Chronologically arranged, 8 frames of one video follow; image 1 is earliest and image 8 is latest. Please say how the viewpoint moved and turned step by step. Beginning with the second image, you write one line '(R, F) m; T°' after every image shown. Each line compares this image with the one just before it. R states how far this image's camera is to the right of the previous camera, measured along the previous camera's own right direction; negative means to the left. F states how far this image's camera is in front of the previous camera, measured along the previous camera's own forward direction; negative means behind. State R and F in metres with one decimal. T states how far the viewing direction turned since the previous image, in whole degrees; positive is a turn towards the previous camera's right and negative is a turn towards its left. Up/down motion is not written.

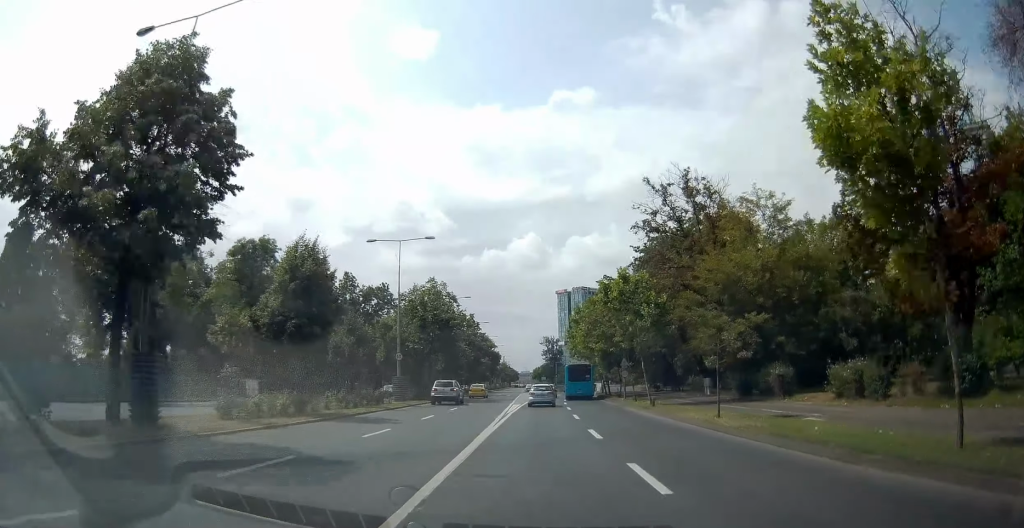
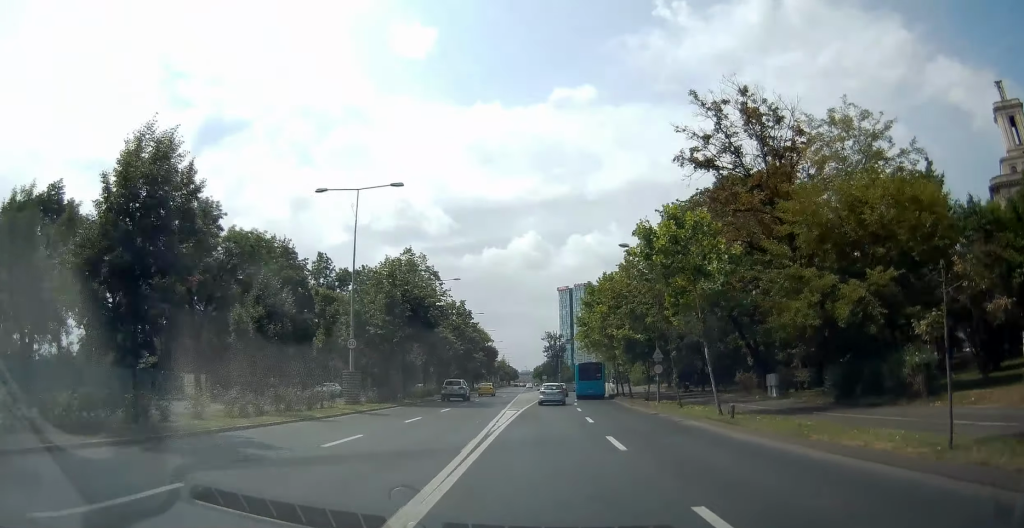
(0.0, +11.5) m; +1°
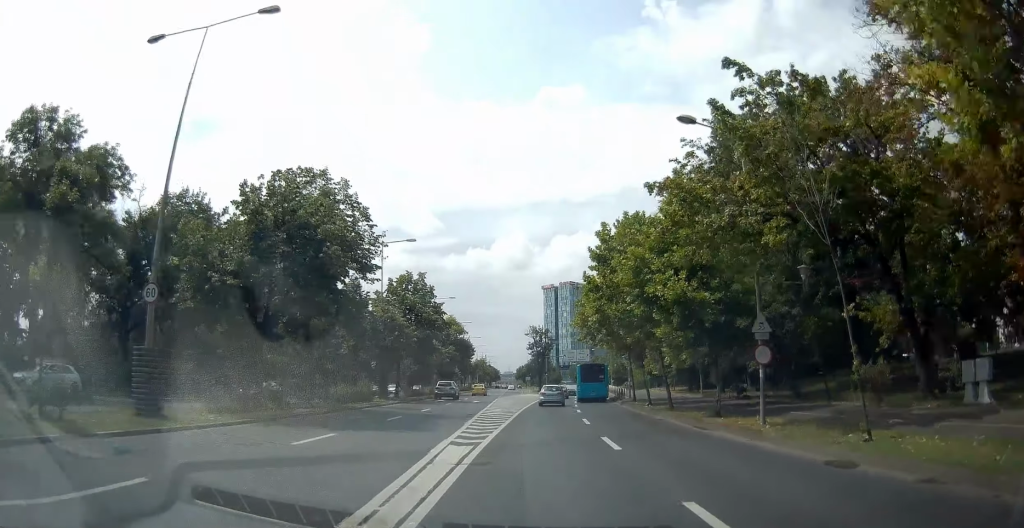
(+0.5, +17.6) m; +3°
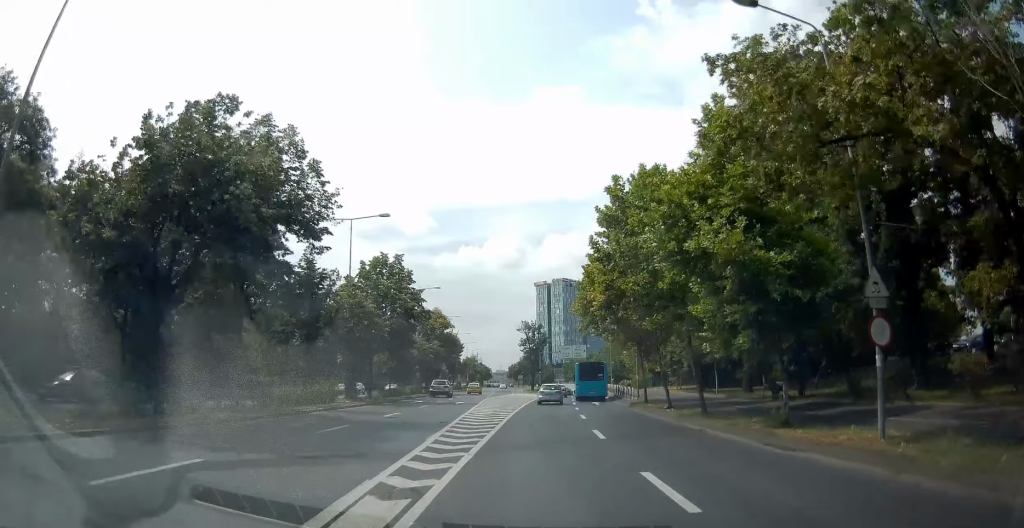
(0.0, +6.4) m; 0°
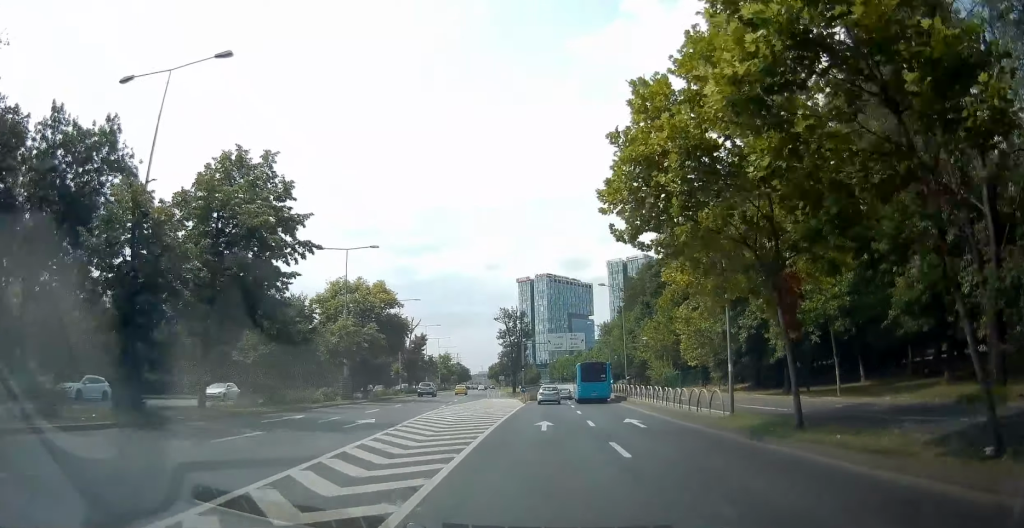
(+0.3, +21.3) m; +2°
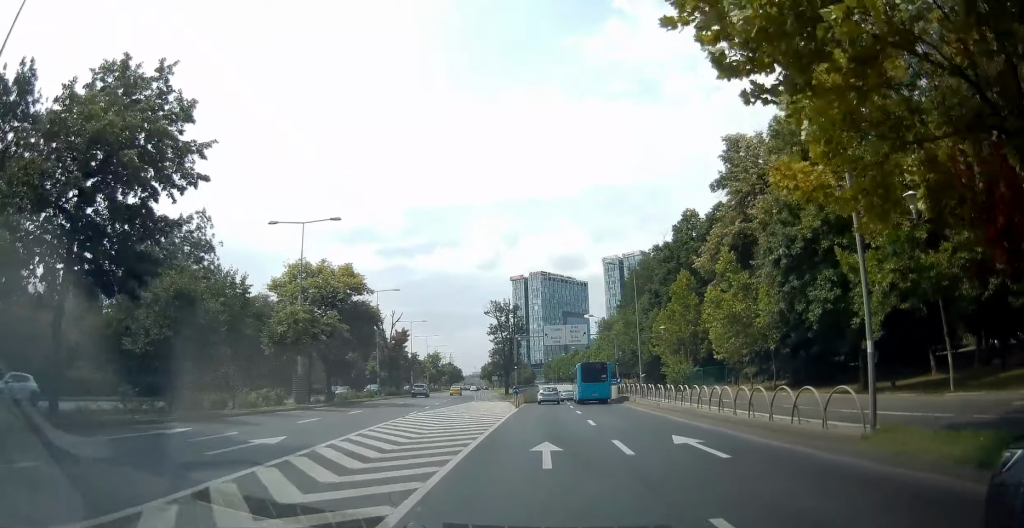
(+0.1, +8.6) m; 0°
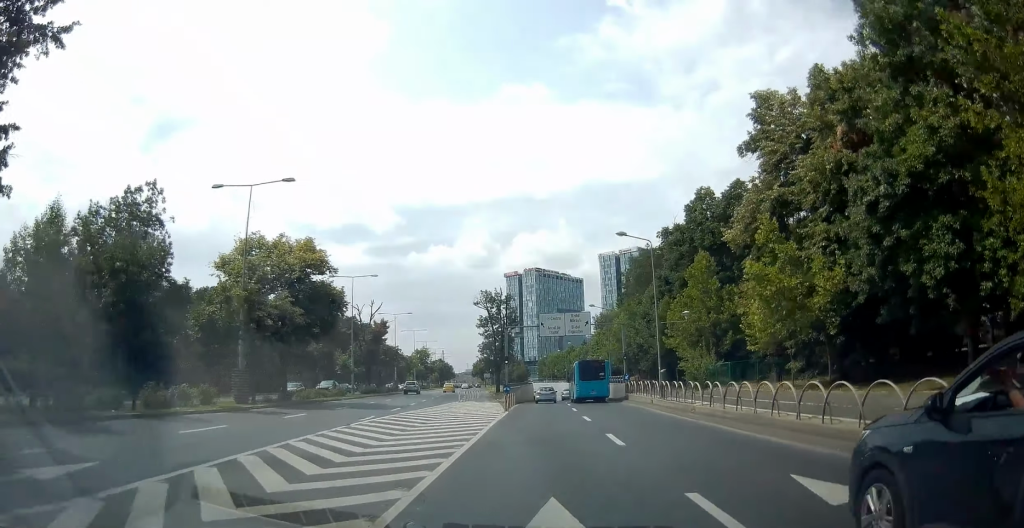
(0.0, +7.5) m; 0°
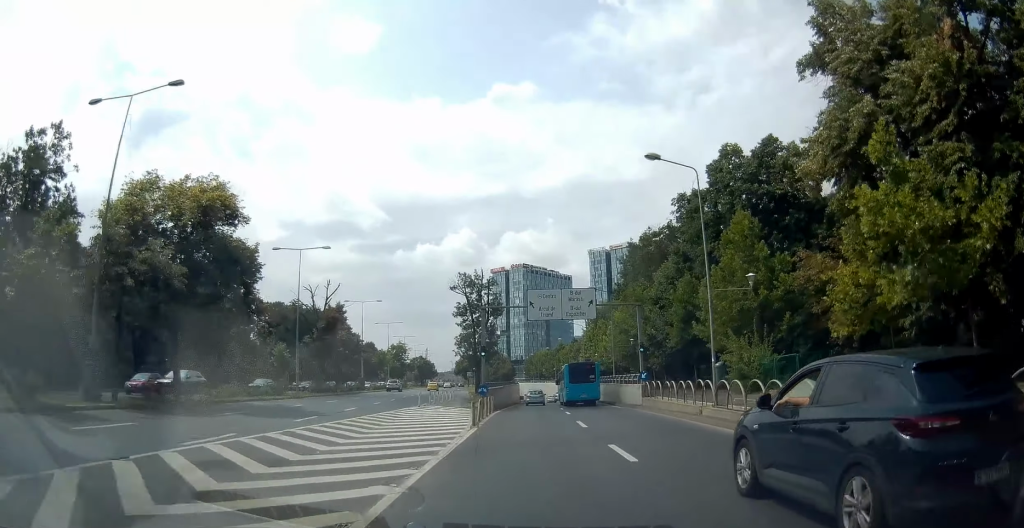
(-0.2, +11.4) m; +1°
